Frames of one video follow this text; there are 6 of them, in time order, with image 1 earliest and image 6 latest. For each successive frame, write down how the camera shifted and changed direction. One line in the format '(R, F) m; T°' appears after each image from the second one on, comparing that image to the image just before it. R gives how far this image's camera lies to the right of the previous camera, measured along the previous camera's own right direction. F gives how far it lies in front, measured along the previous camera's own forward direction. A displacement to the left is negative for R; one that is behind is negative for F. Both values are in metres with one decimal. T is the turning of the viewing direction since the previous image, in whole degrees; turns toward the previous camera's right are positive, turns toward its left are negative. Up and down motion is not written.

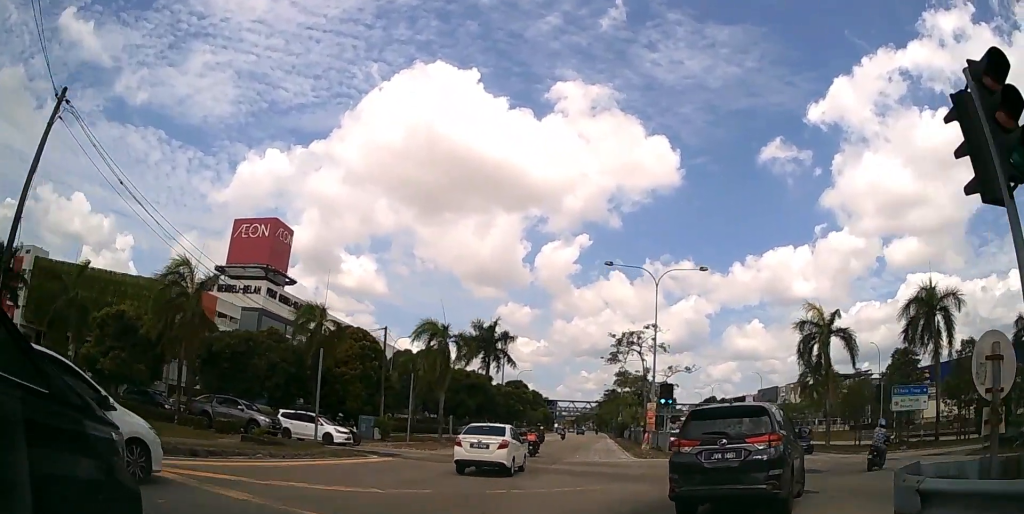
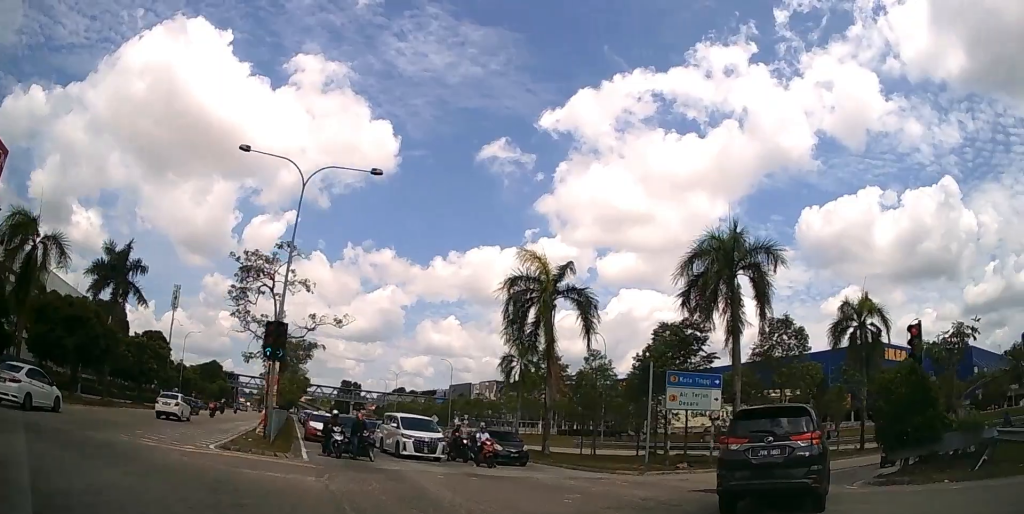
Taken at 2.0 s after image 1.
(+3.1, +12.3) m; +36°
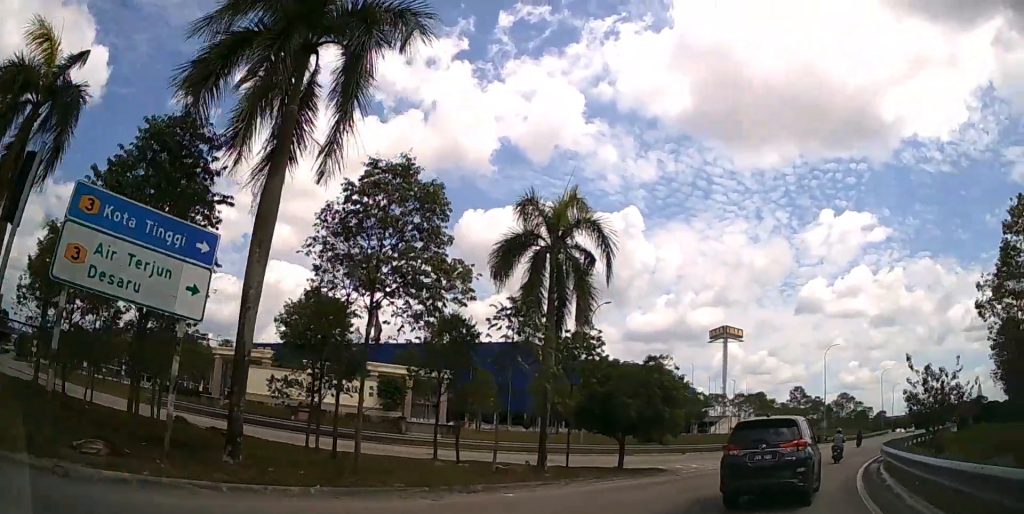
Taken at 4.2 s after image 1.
(+5.9, +15.4) m; +38°
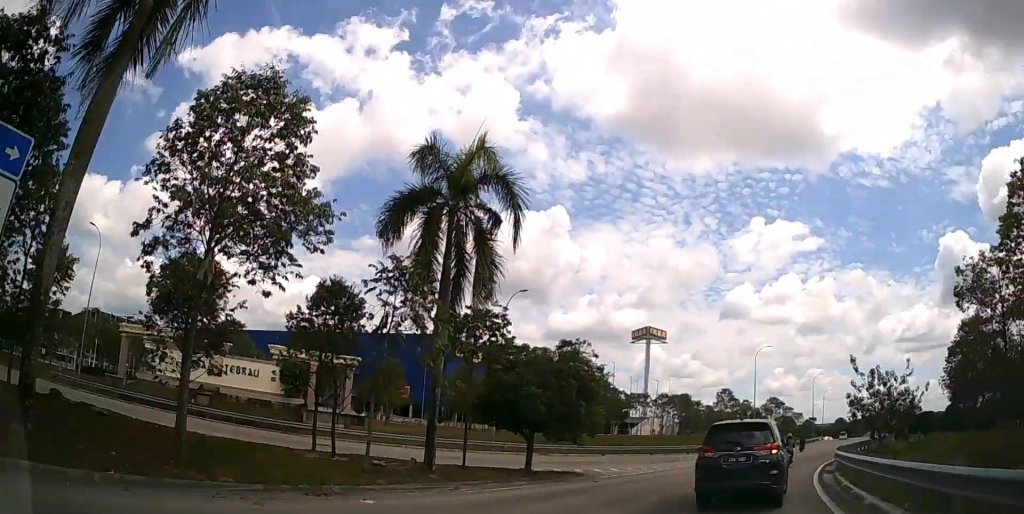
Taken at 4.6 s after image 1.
(+0.1, +3.3) m; +6°
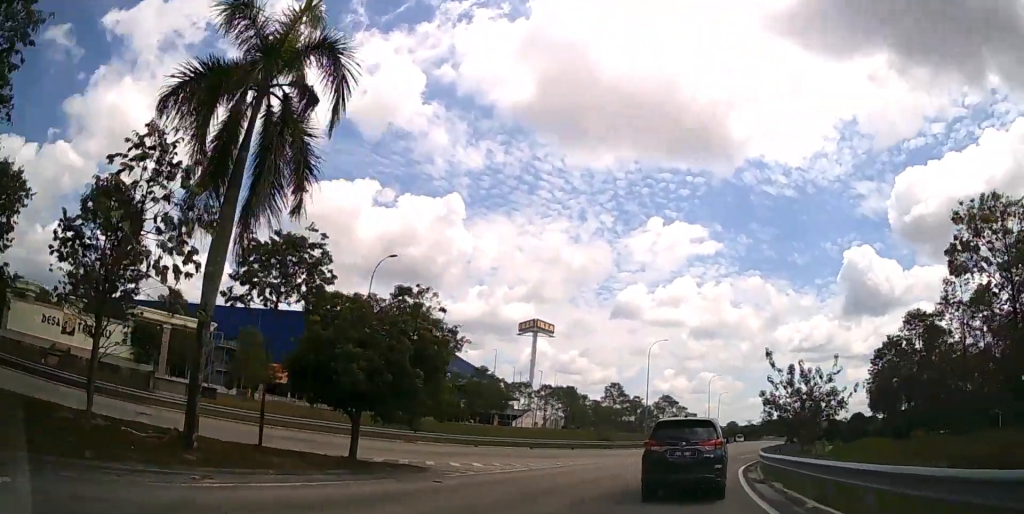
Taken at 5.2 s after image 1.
(+0.5, +5.2) m; +7°
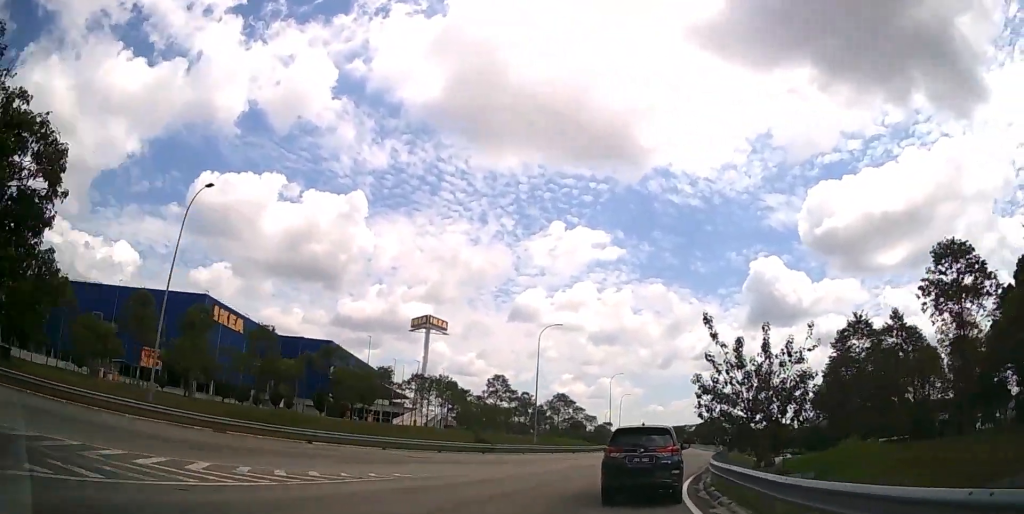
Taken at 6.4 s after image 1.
(+1.1, +11.1) m; +9°
